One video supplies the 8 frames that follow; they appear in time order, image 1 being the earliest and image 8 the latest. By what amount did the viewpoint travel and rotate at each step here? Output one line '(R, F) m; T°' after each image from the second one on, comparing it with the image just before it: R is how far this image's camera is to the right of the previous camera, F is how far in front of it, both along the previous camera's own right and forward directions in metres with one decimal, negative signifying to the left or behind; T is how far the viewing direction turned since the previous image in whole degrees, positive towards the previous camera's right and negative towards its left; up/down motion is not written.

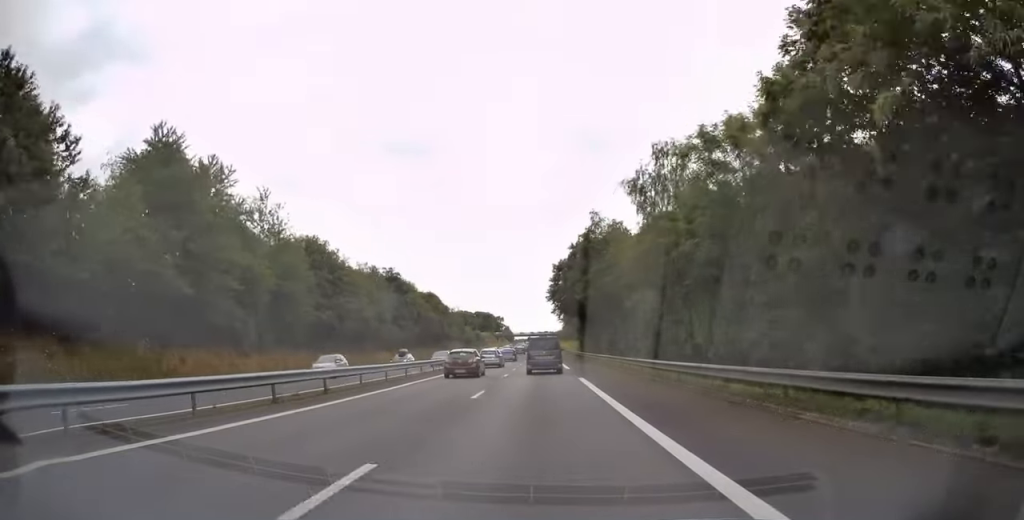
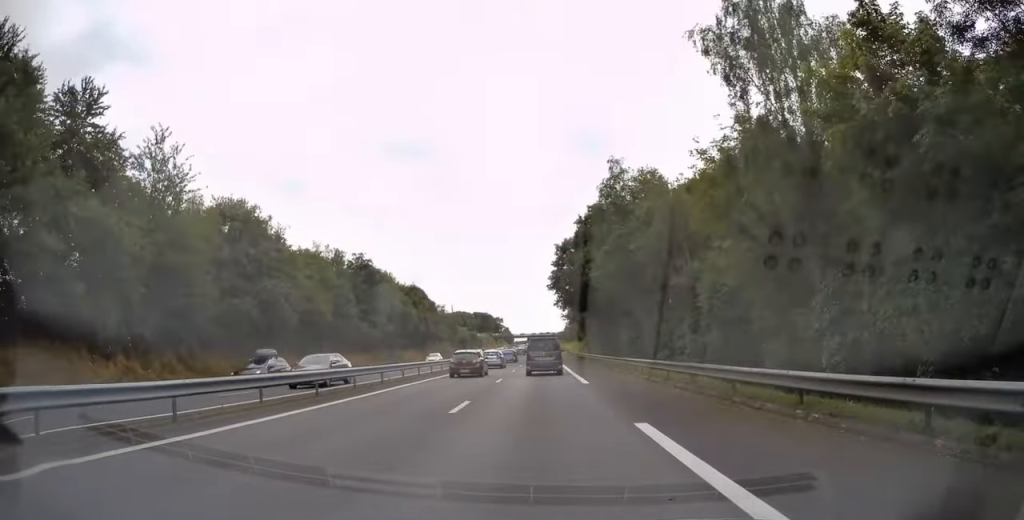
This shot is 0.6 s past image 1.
(0.0, +16.8) m; 0°
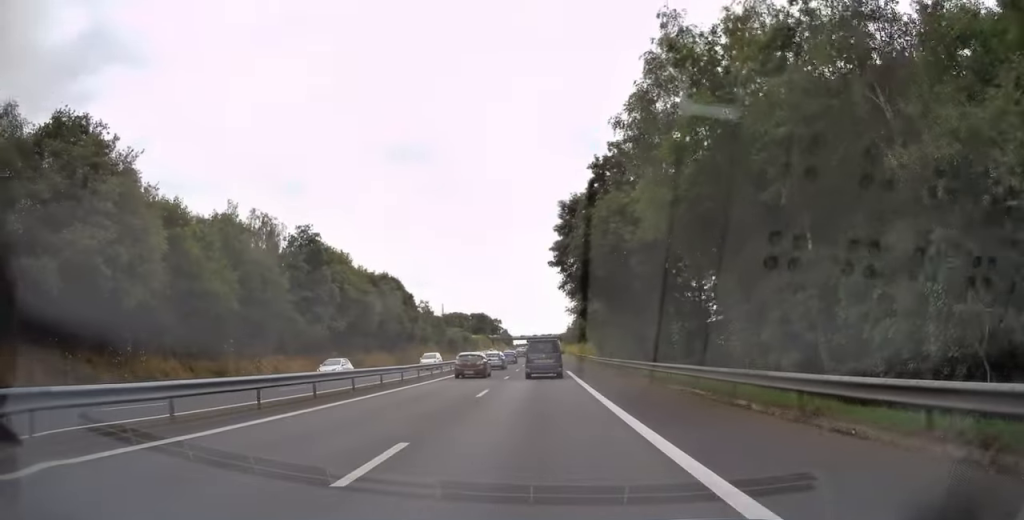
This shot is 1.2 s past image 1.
(0.0, +20.1) m; 0°
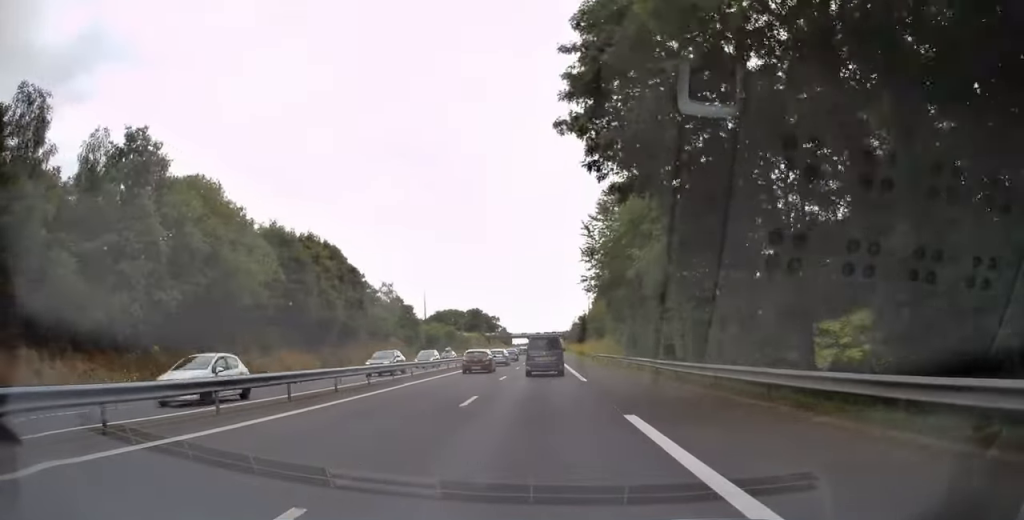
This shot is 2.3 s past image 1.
(0.0, +30.1) m; 0°
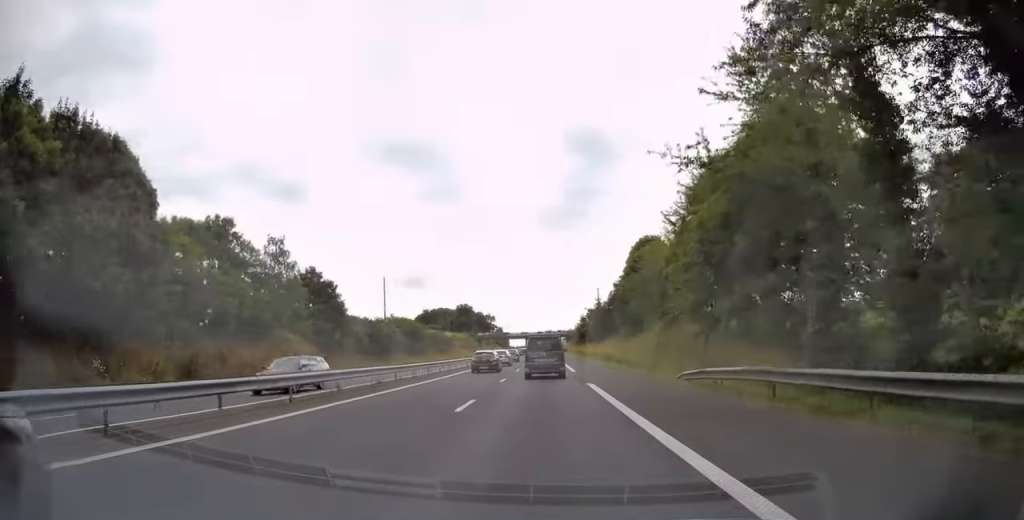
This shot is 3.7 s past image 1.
(-0.1, +40.0) m; -1°
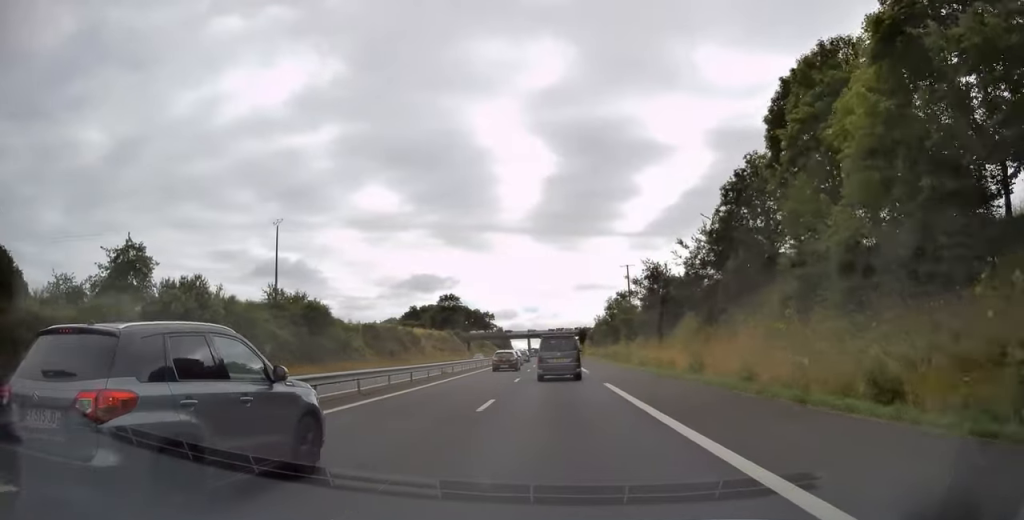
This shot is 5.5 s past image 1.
(-0.3, +51.3) m; 0°
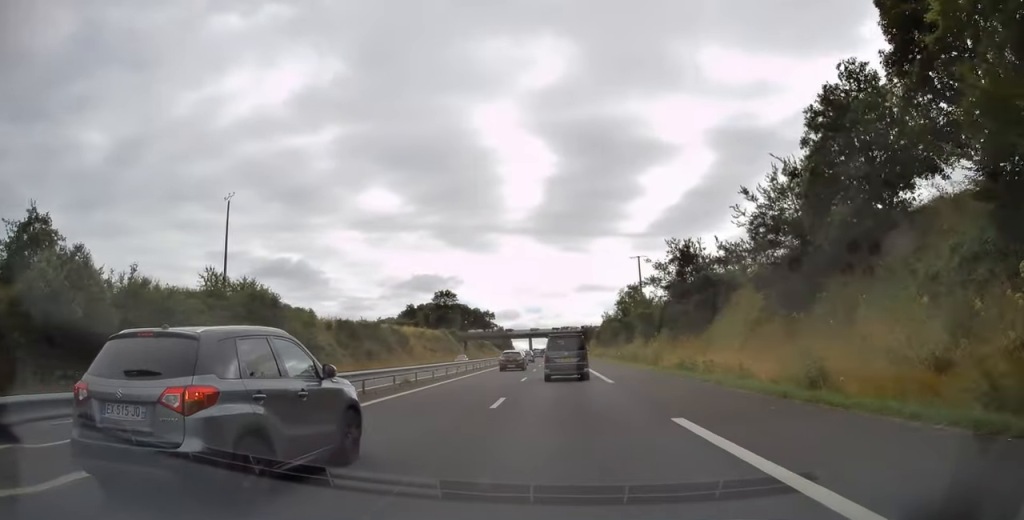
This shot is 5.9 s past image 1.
(+0.1, +12.3) m; 0°
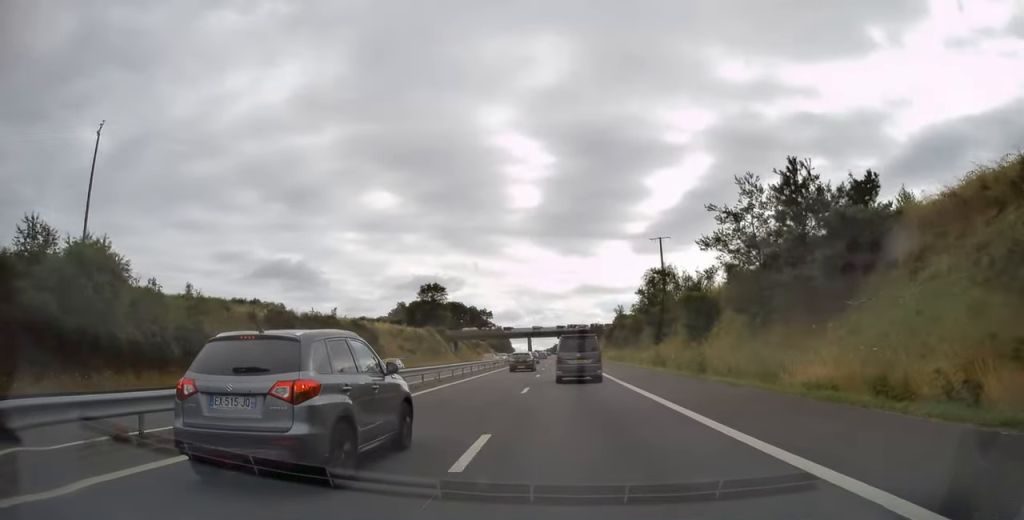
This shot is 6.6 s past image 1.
(-0.3, +20.7) m; 0°
